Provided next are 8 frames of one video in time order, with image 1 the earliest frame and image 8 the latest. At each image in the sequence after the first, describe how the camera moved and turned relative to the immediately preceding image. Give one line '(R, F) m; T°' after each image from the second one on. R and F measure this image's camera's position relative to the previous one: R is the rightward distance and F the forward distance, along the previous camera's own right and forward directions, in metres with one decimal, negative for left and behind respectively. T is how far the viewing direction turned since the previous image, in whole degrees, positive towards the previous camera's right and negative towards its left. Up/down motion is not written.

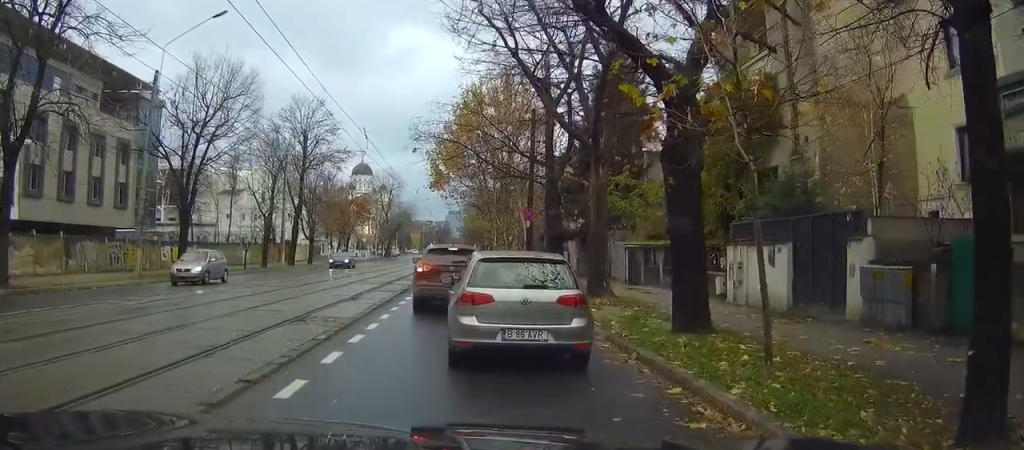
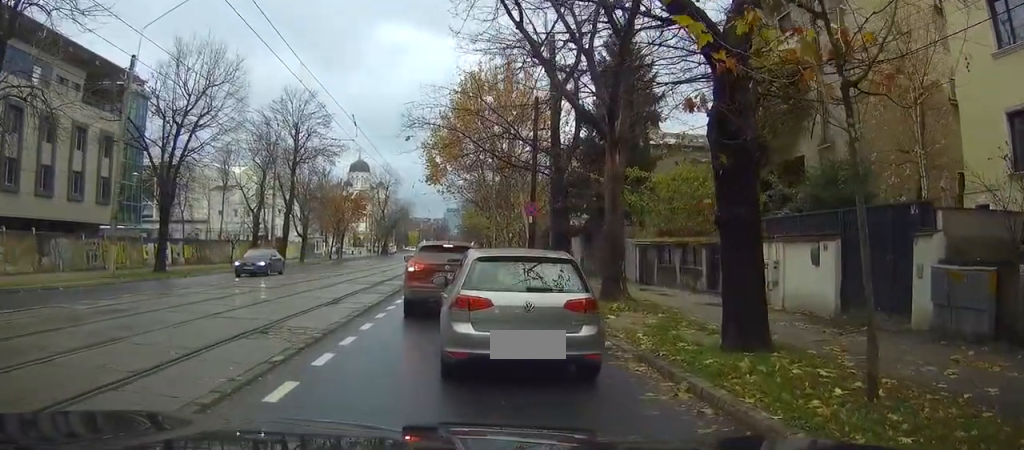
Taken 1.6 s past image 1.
(+0.1, +3.0) m; +3°
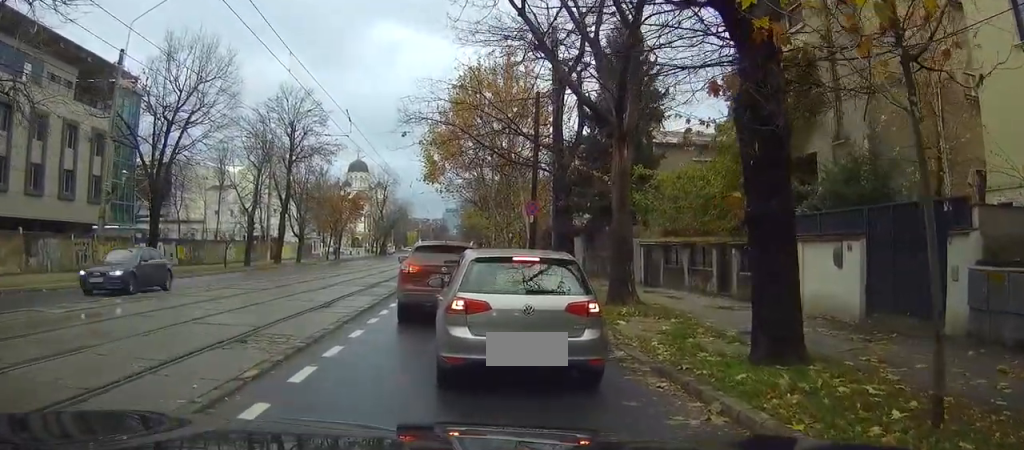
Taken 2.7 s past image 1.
(+0.1, +1.2) m; 0°
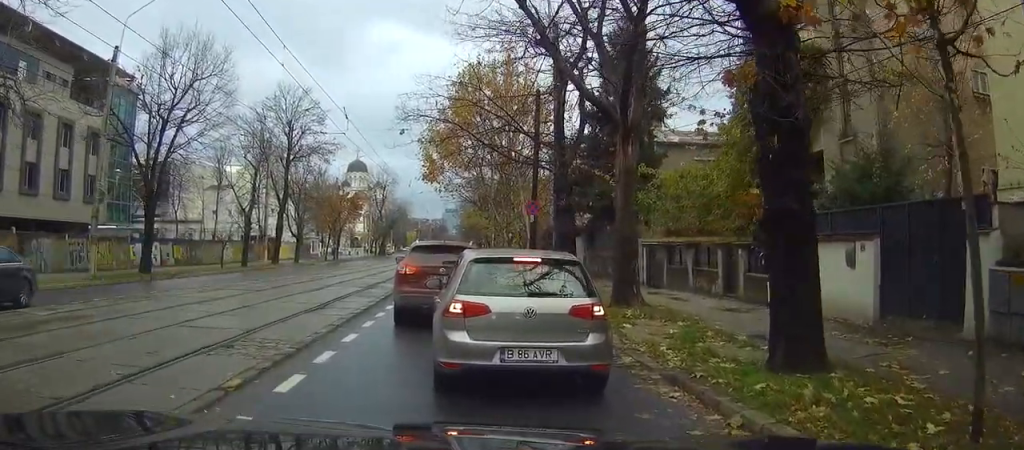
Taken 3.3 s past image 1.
(0.0, +0.6) m; 0°
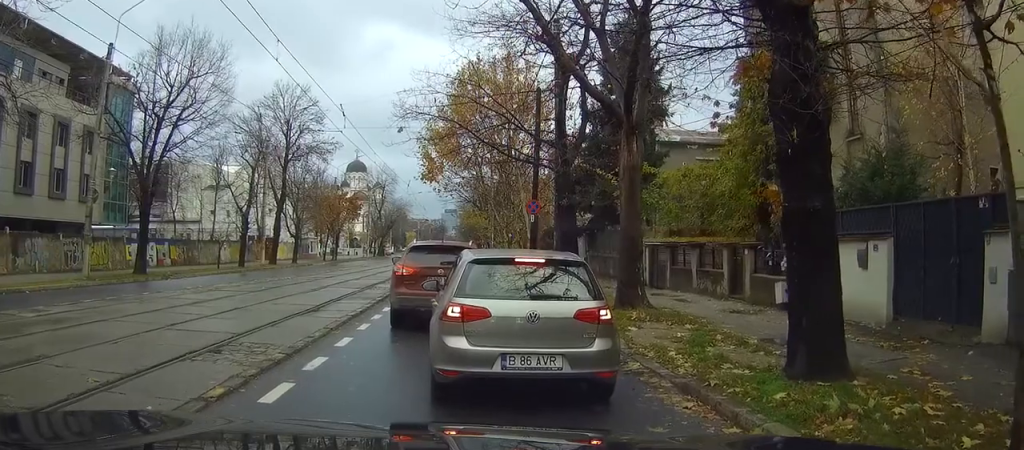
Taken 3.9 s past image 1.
(0.0, +0.6) m; 0°
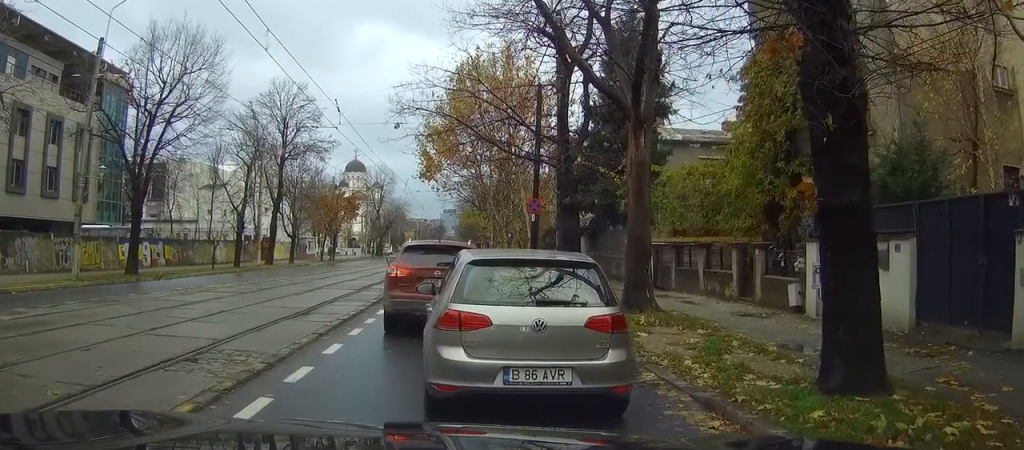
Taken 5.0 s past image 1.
(-0.1, +0.9) m; 0°
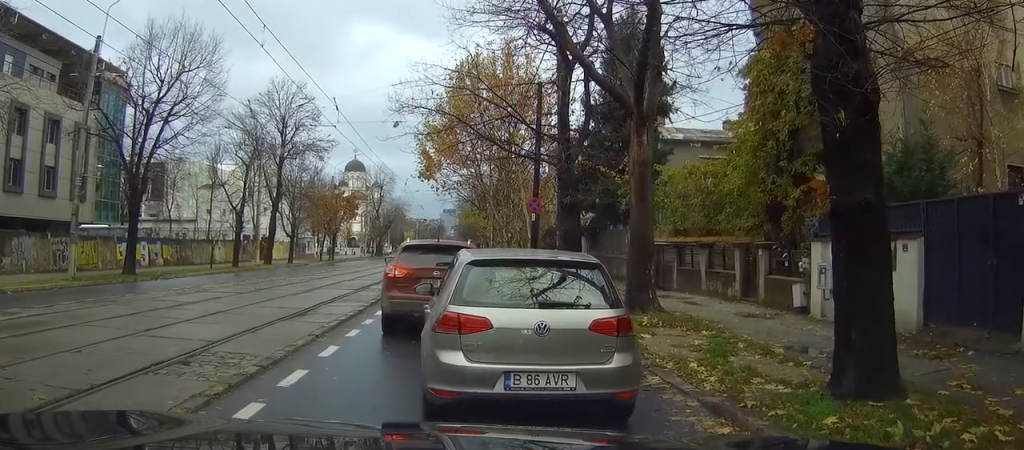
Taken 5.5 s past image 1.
(0.0, +0.3) m; 0°
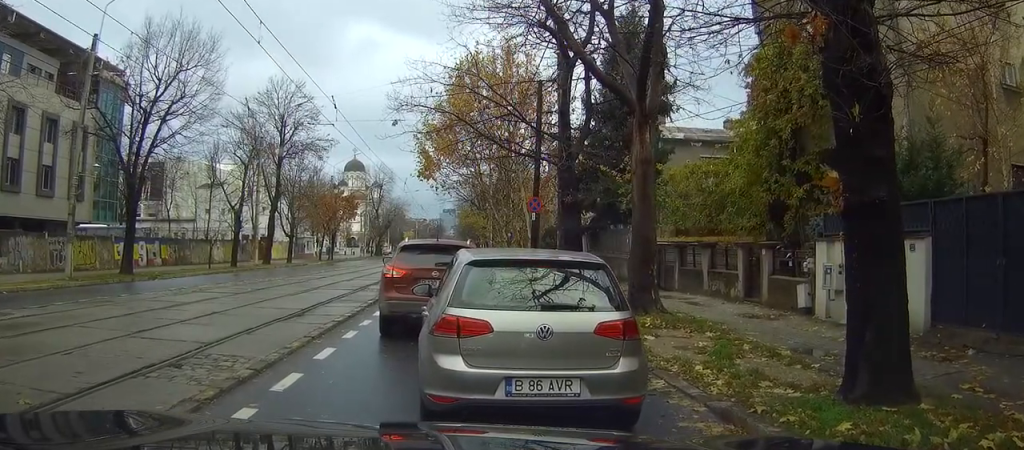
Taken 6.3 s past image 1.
(-0.1, +0.3) m; 0°
